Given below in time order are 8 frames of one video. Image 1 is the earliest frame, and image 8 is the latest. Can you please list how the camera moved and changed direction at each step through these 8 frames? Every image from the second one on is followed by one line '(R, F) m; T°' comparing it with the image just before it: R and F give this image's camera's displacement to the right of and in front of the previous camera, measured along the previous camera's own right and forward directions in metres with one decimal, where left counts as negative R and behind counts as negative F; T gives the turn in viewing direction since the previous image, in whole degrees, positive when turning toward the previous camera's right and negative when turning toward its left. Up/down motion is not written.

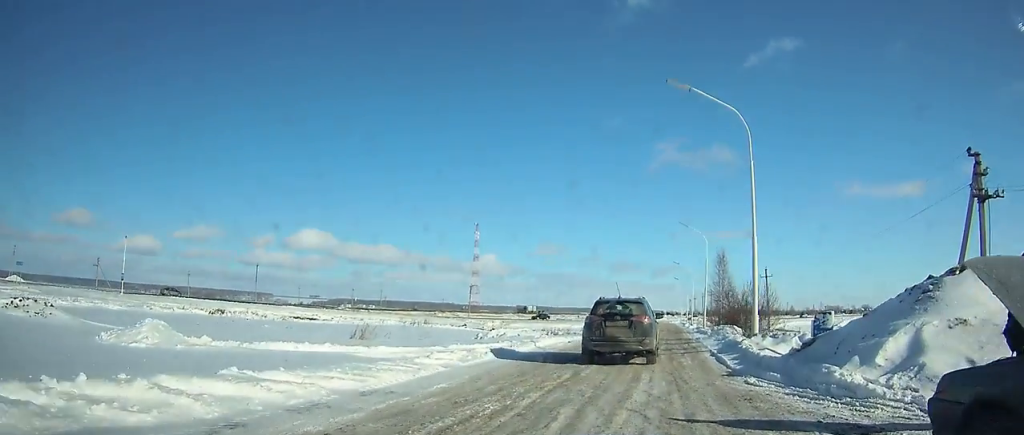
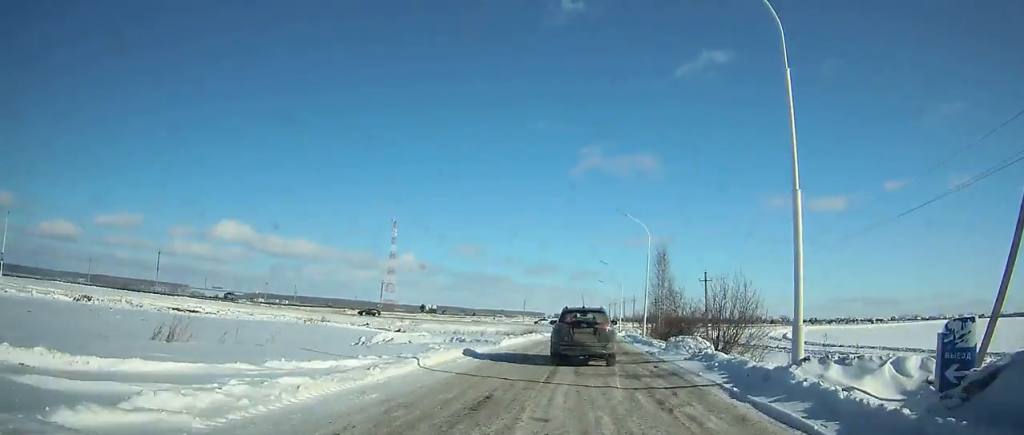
(+0.2, +8.2) m; +3°
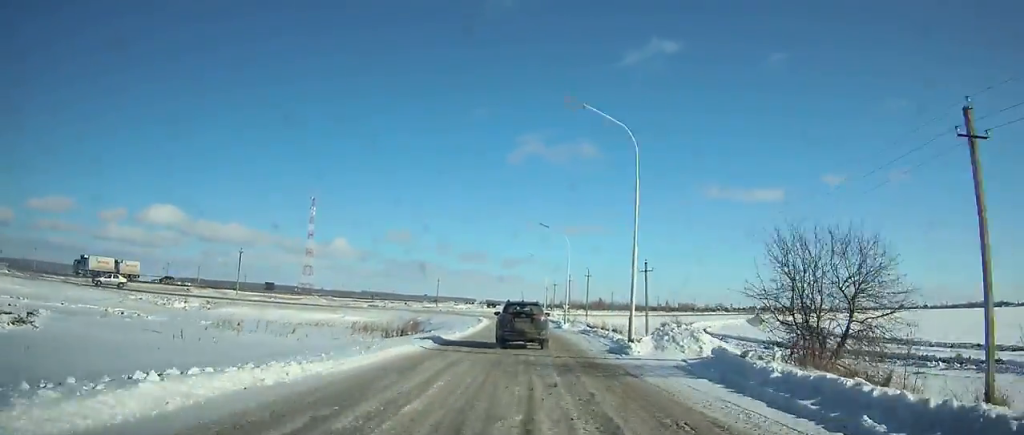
(+2.9, +49.4) m; +4°
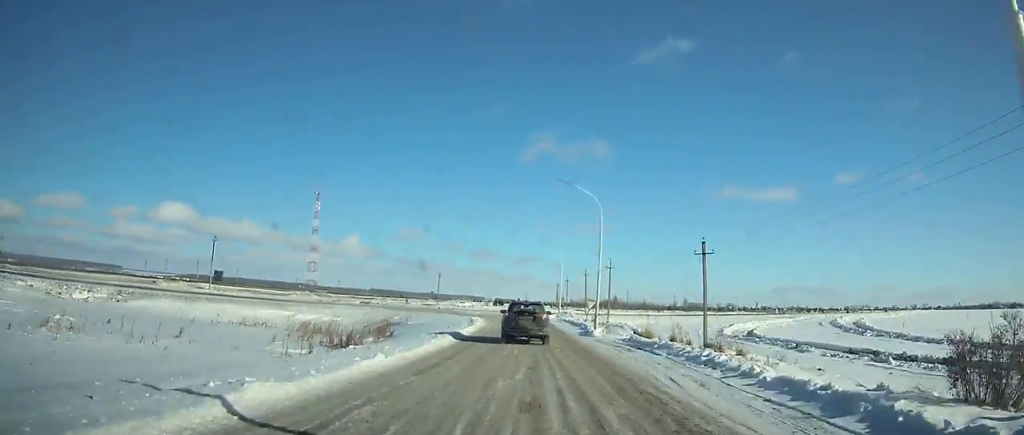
(-0.1, +16.0) m; 0°
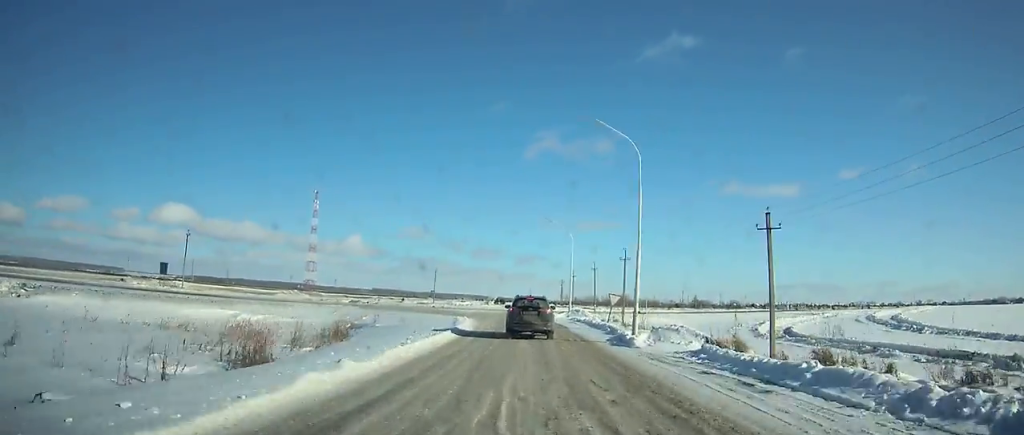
(0.0, +10.2) m; 0°
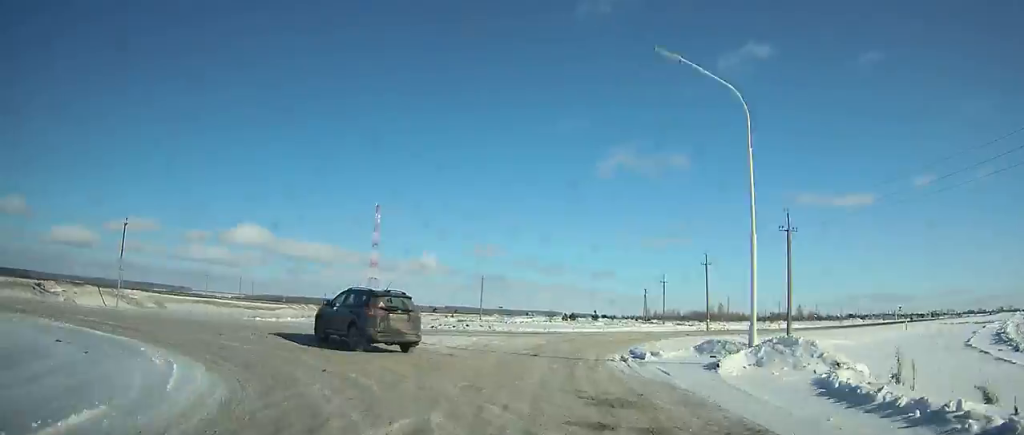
(-1.2, +34.7) m; -15°
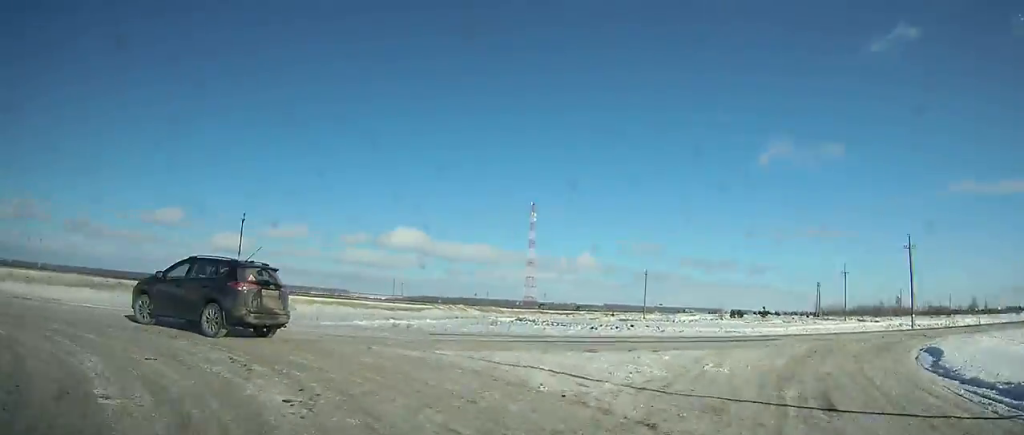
(-0.8, +10.6) m; -27°
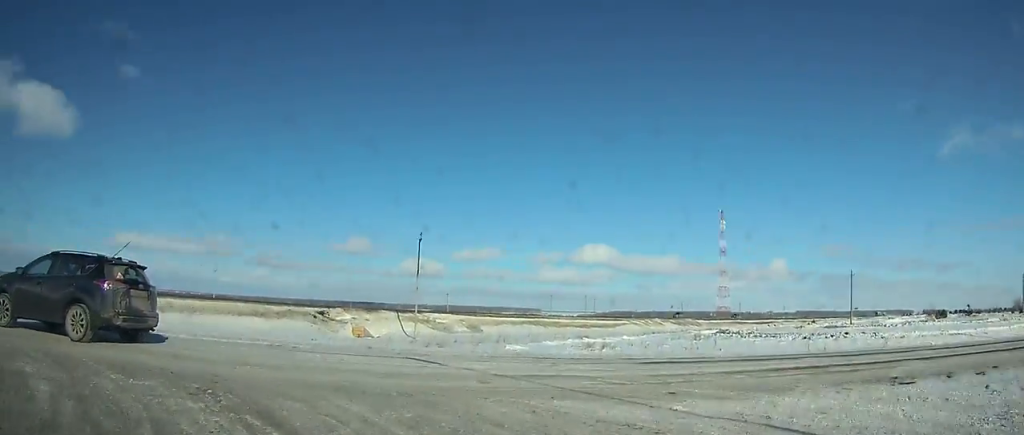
(-1.7, +5.7) m; -26°
